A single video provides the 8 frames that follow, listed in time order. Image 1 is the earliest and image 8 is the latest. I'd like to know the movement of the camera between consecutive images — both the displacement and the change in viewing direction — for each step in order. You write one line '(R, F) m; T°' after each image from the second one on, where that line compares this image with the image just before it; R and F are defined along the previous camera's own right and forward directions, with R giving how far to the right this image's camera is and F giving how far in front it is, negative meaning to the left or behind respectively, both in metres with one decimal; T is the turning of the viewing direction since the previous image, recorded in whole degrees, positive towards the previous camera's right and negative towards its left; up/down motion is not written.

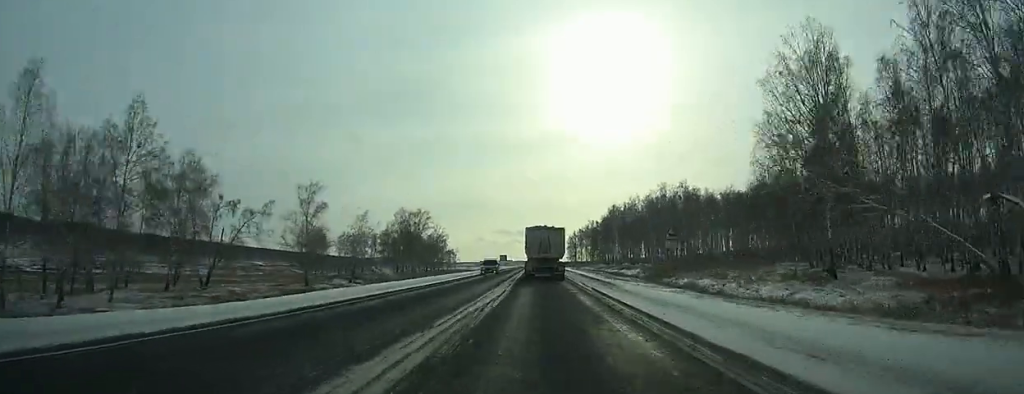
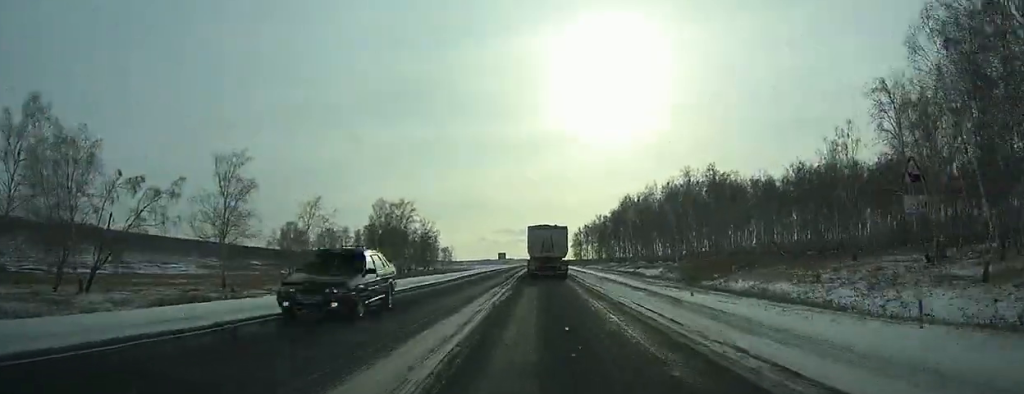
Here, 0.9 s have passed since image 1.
(0.0, +22.4) m; 0°
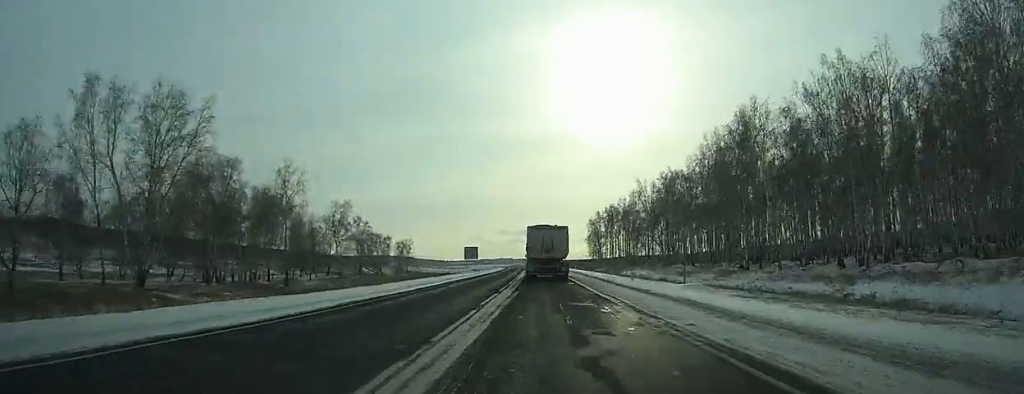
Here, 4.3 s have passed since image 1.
(-0.3, +88.7) m; 0°
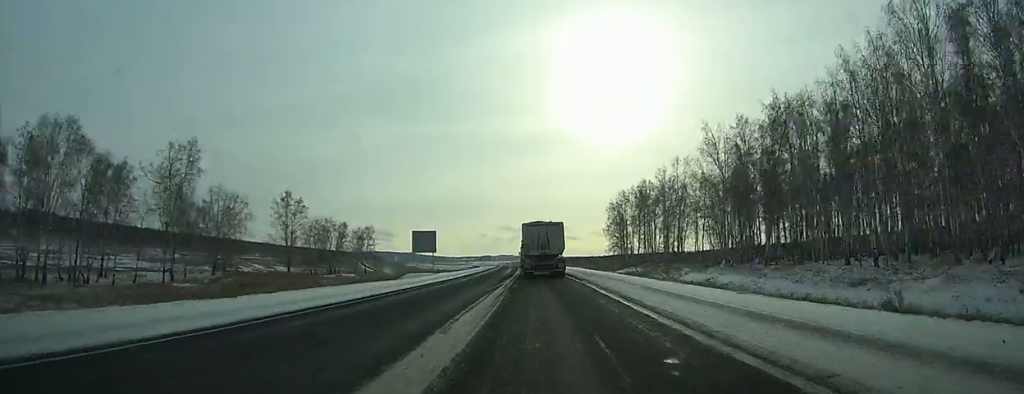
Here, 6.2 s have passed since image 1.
(-0.1, +47.7) m; 0°
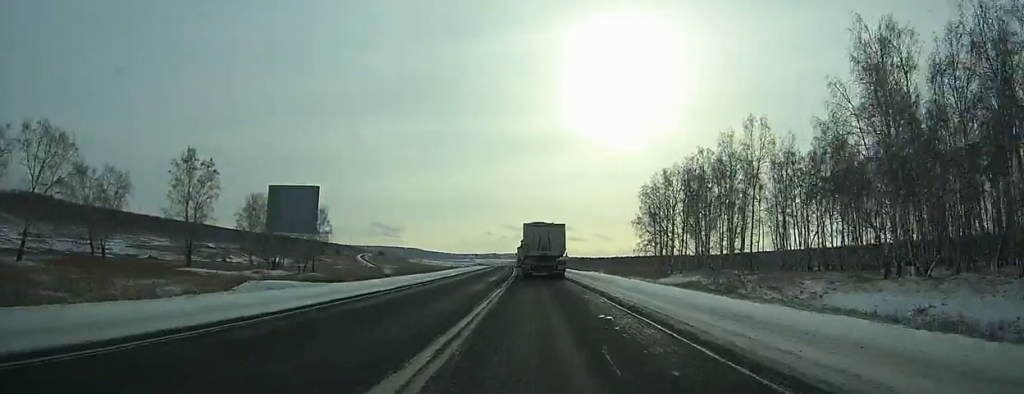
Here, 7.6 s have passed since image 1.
(-0.1, +34.6) m; 0°
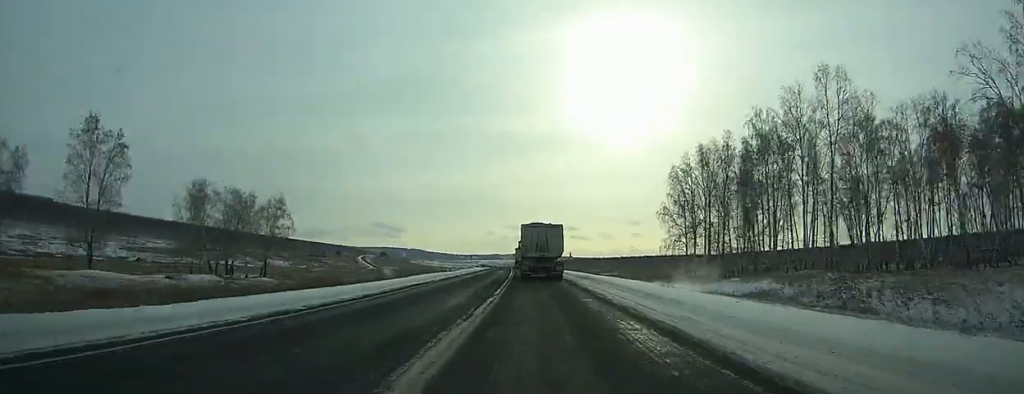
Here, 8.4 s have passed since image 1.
(+0.1, +19.5) m; 0°
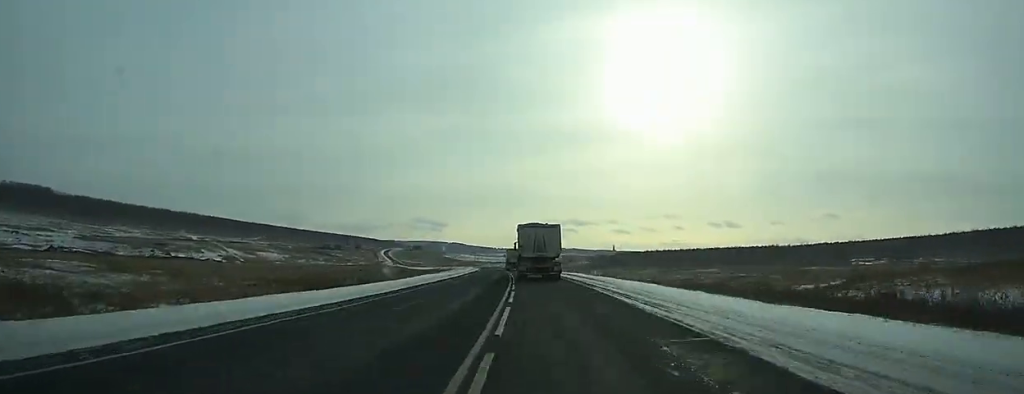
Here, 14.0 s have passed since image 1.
(-4.8, +136.9) m; -4°
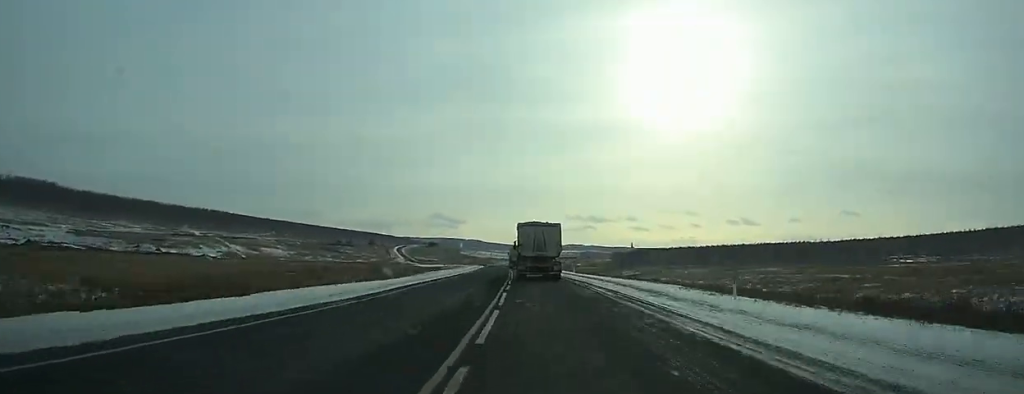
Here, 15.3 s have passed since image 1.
(-0.3, +35.1) m; -1°
